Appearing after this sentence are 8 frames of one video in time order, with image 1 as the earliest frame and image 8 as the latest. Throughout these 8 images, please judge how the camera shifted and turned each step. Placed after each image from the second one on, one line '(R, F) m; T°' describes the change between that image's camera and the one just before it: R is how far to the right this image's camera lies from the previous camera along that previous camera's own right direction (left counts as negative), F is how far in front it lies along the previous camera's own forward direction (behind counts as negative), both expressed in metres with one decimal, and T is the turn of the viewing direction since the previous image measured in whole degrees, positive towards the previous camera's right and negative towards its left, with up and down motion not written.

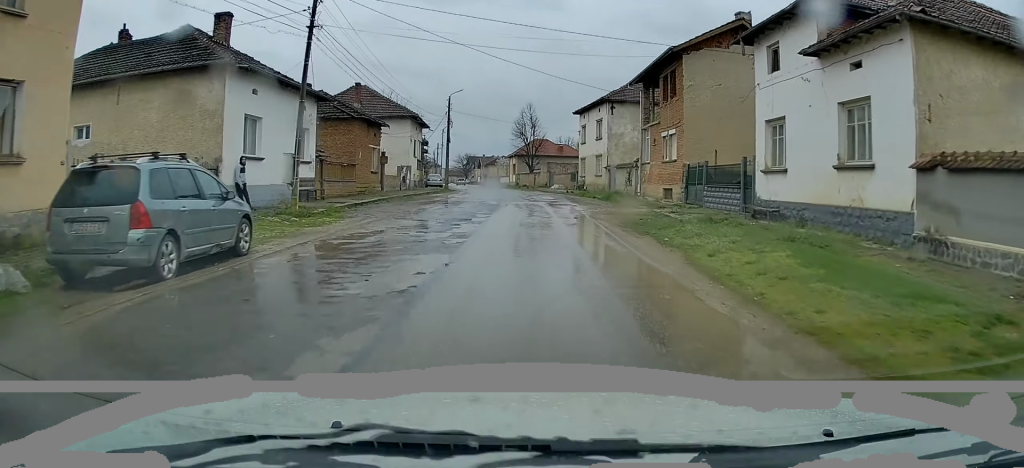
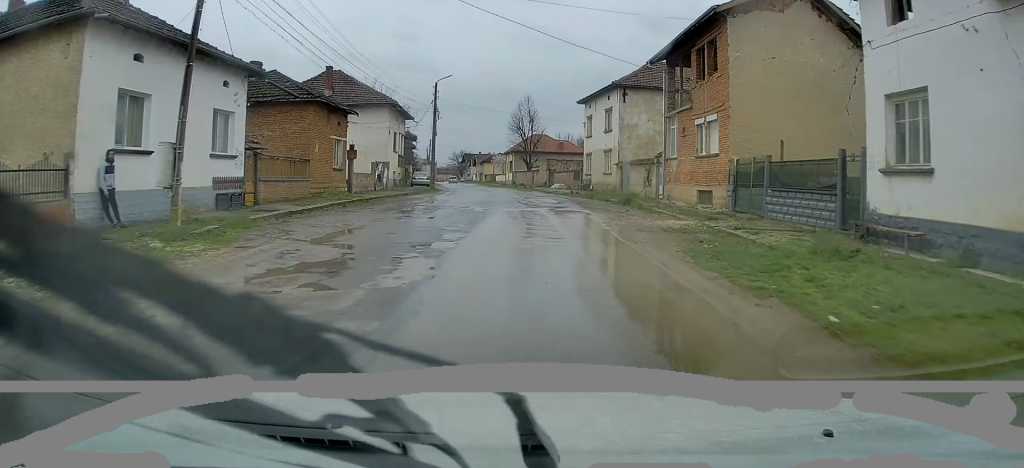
(0.0, +7.2) m; 0°
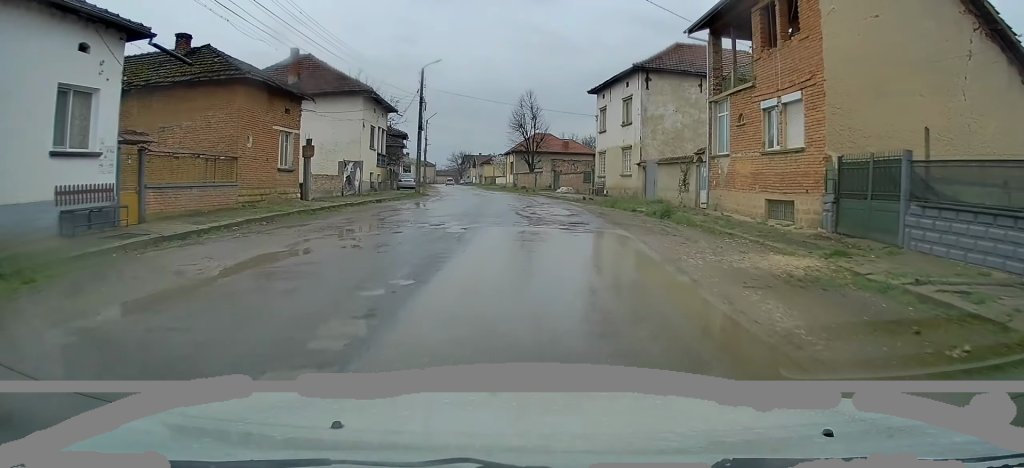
(-0.1, +7.4) m; -2°
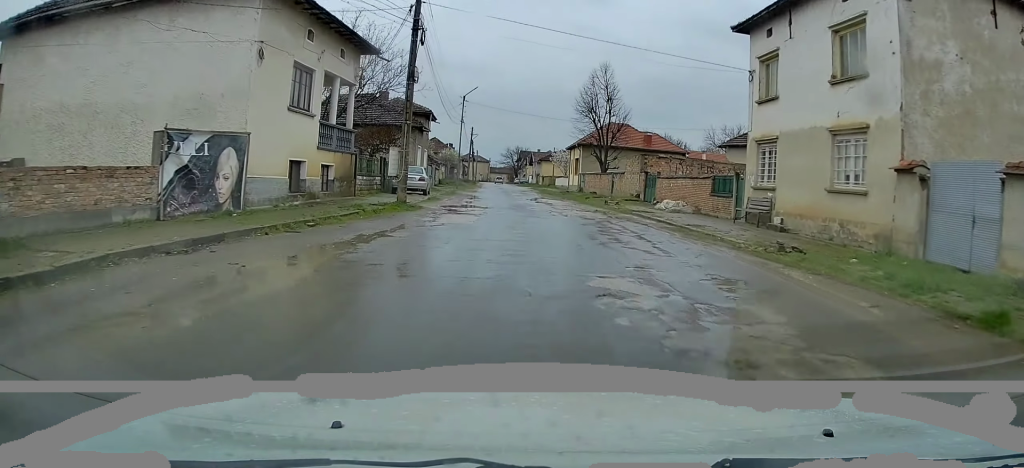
(-1.0, +20.8) m; -5°
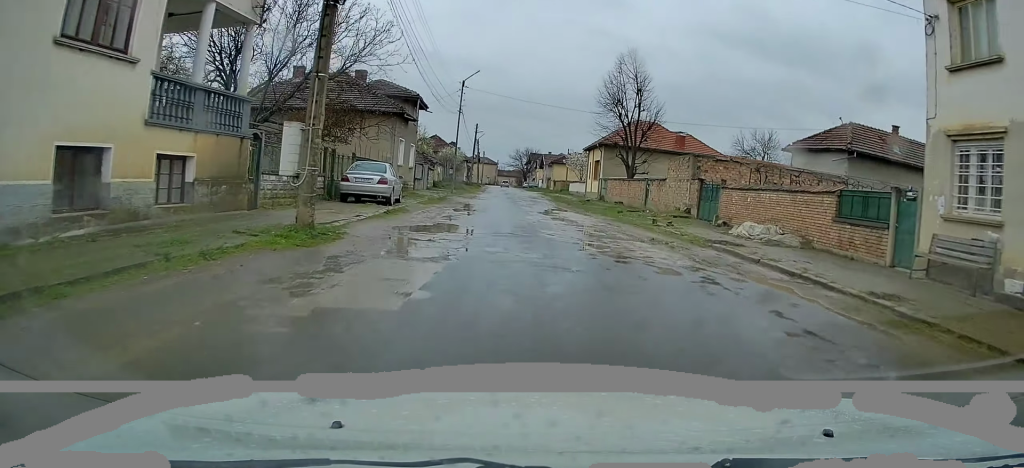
(-0.1, +10.4) m; 0°
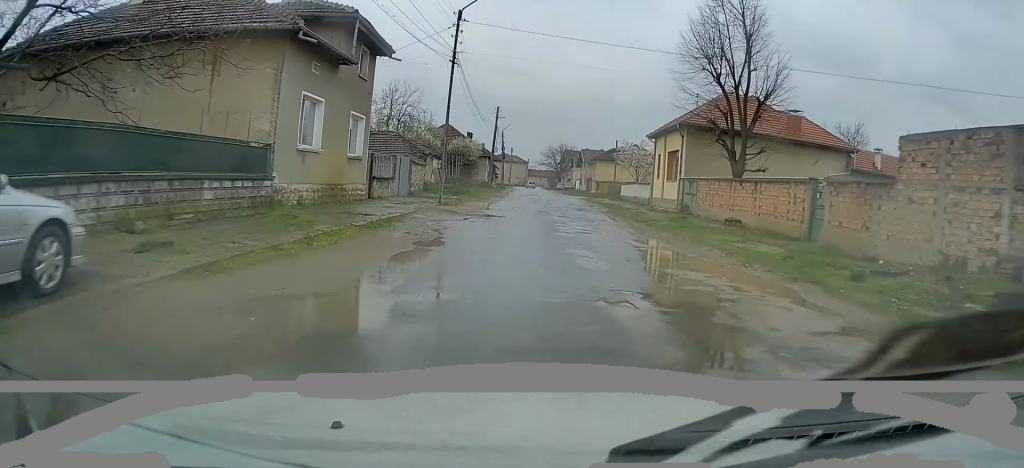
(-0.6, +19.6) m; -3°
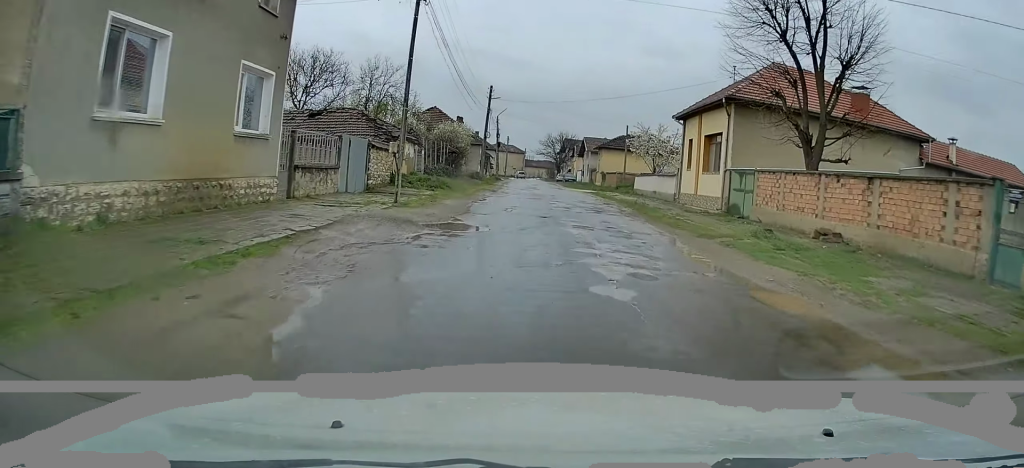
(+0.1, +8.6) m; +1°
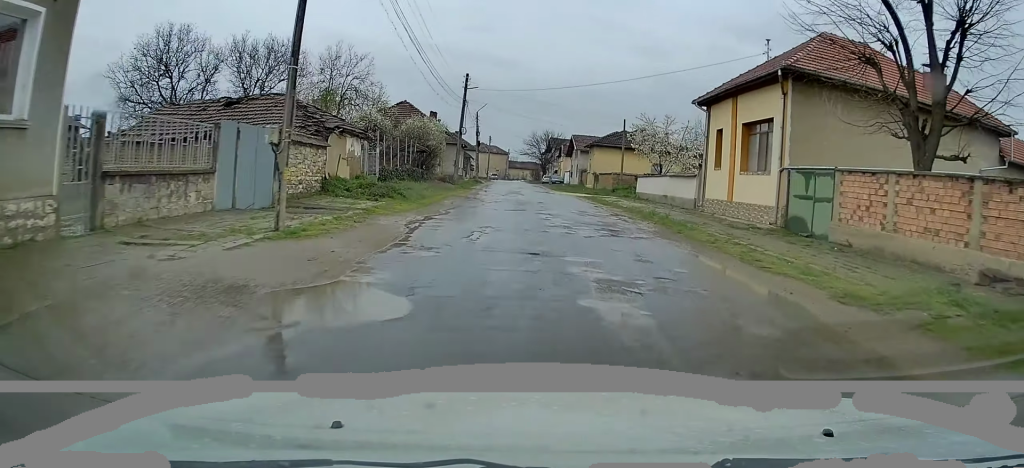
(+0.1, +7.7) m; +1°
